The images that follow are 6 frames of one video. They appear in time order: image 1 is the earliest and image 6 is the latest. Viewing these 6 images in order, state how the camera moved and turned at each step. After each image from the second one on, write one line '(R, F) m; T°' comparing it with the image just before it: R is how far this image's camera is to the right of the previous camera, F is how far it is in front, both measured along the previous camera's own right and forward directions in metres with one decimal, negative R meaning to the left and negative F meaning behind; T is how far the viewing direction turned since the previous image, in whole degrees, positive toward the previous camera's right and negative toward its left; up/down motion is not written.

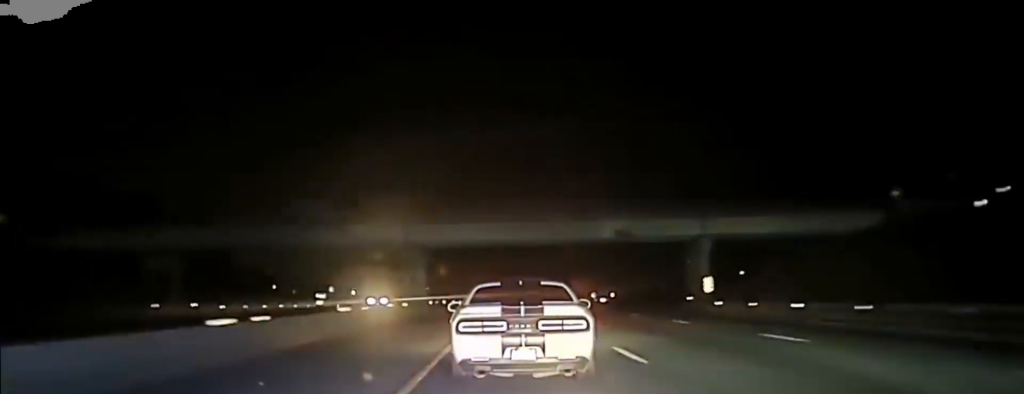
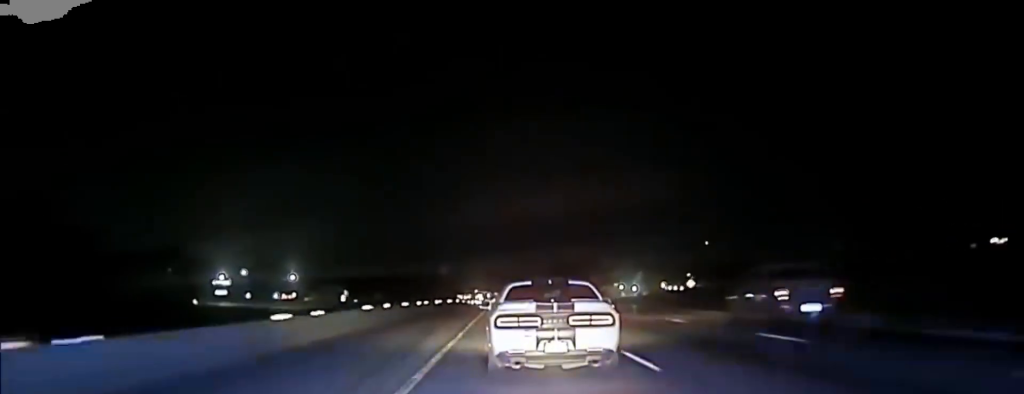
(-0.5, +120.0) m; 0°
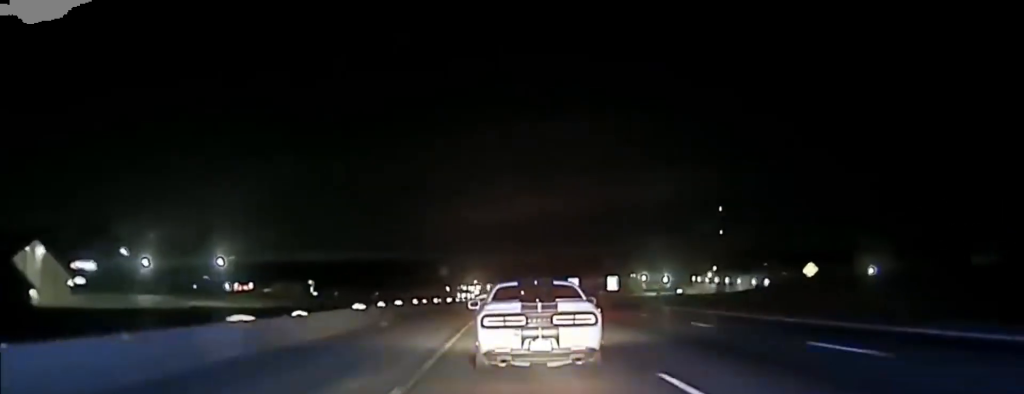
(+0.5, +75.7) m; 0°
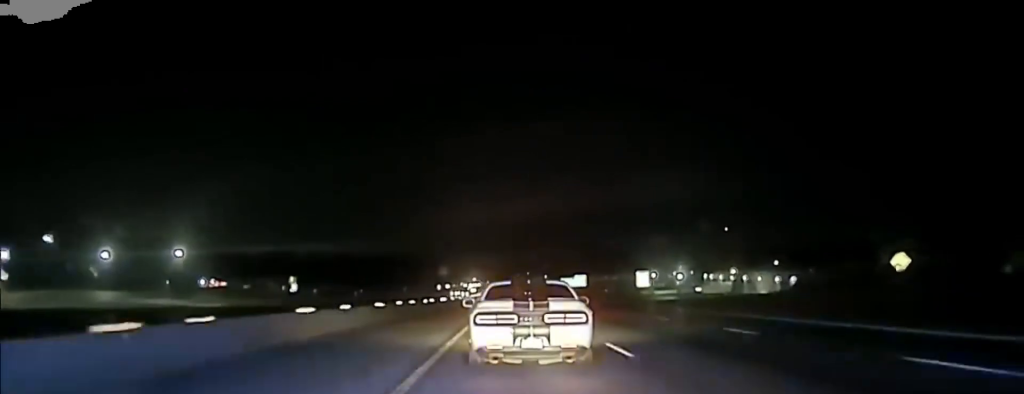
(-0.3, +28.2) m; 0°
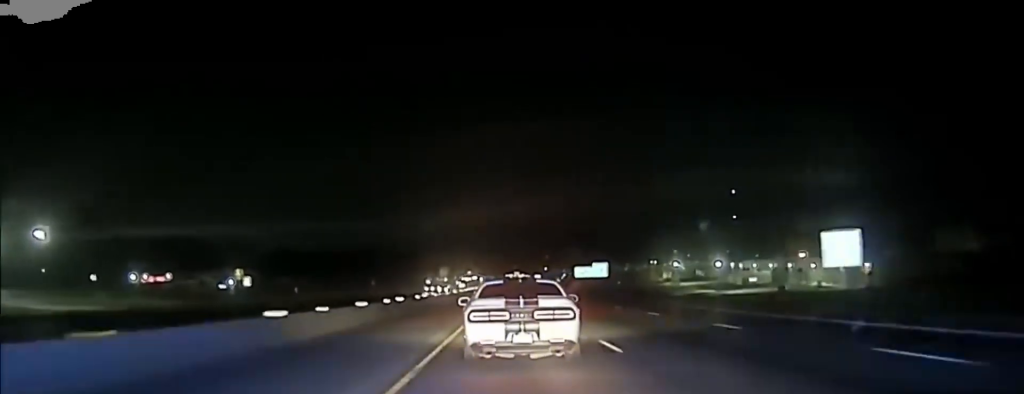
(+0.2, +60.8) m; 0°
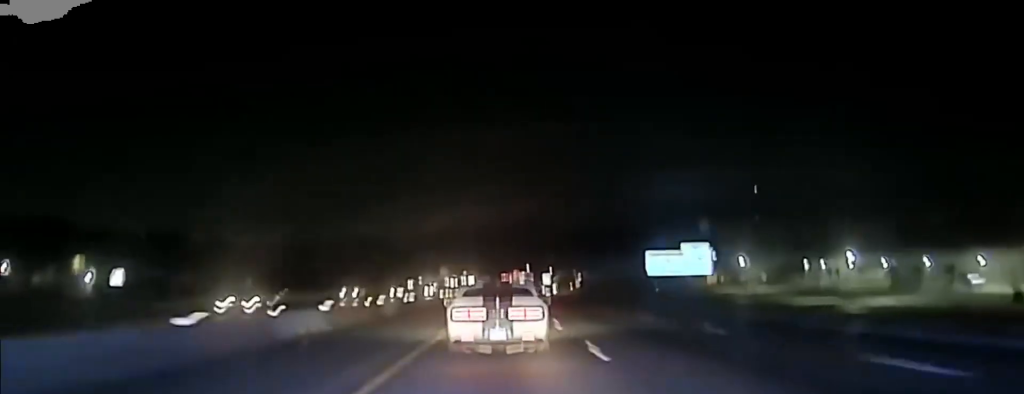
(-0.7, +96.3) m; -1°
